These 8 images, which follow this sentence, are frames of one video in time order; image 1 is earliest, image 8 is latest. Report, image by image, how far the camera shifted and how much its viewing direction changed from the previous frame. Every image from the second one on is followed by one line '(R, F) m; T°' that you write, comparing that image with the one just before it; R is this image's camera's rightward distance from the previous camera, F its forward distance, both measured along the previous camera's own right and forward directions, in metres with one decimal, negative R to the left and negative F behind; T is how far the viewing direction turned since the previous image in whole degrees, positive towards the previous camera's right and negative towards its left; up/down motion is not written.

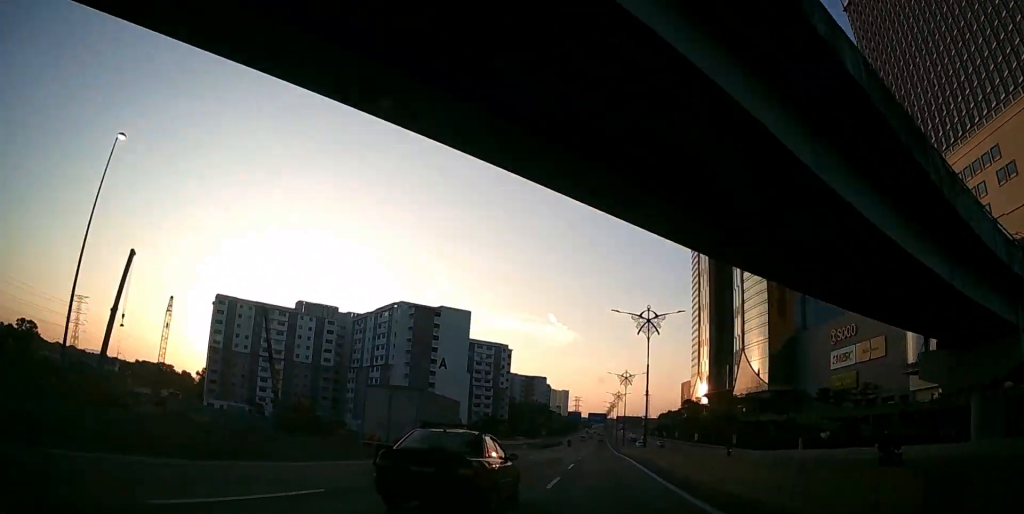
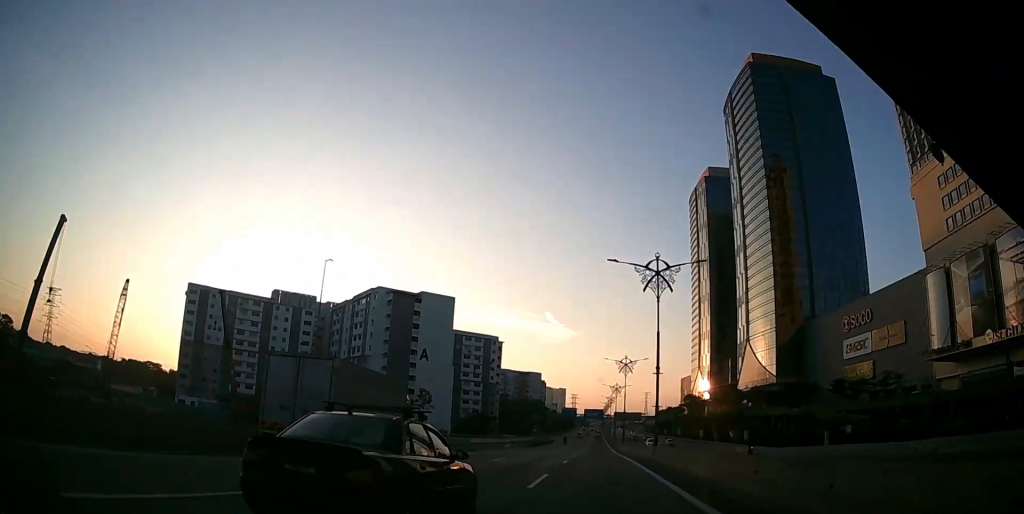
(0.0, +13.1) m; 0°
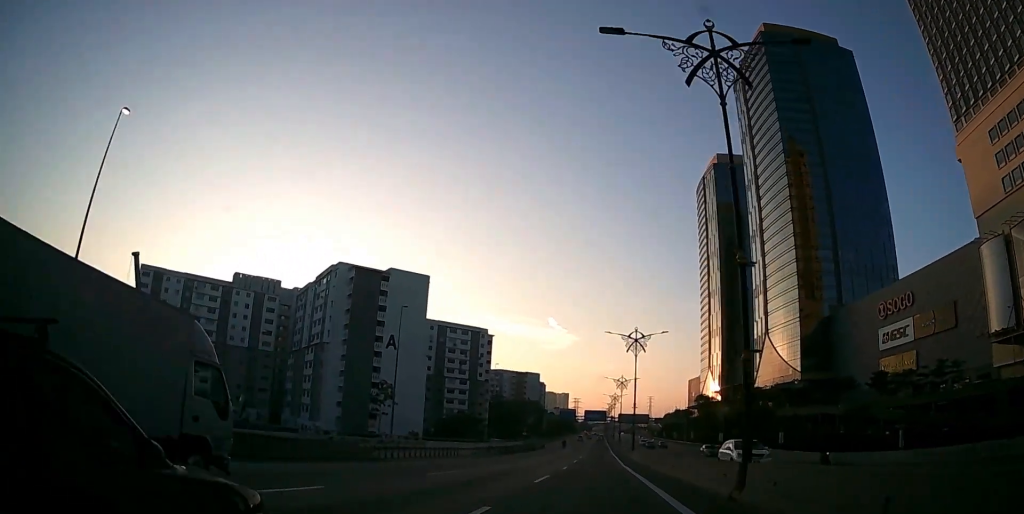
(-0.1, +21.2) m; 0°
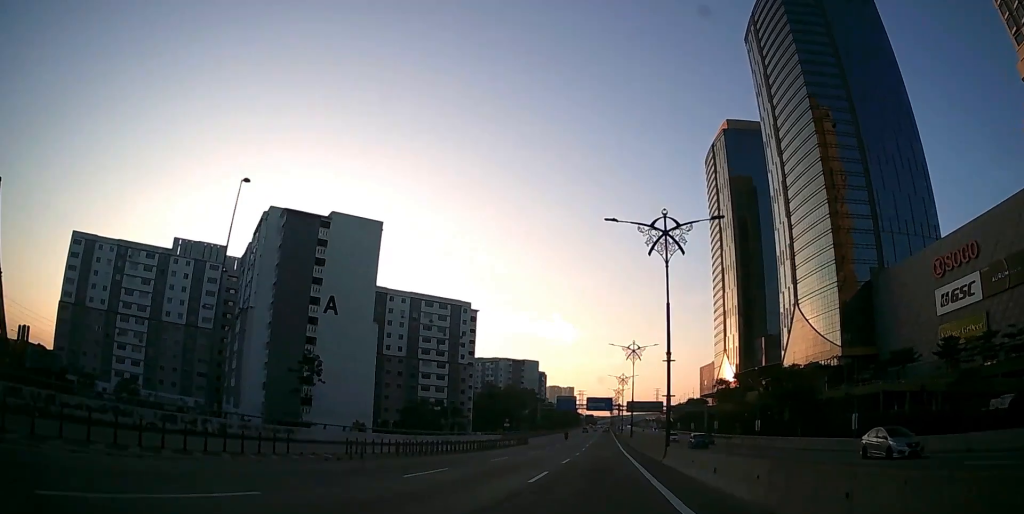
(+0.1, +25.5) m; 0°
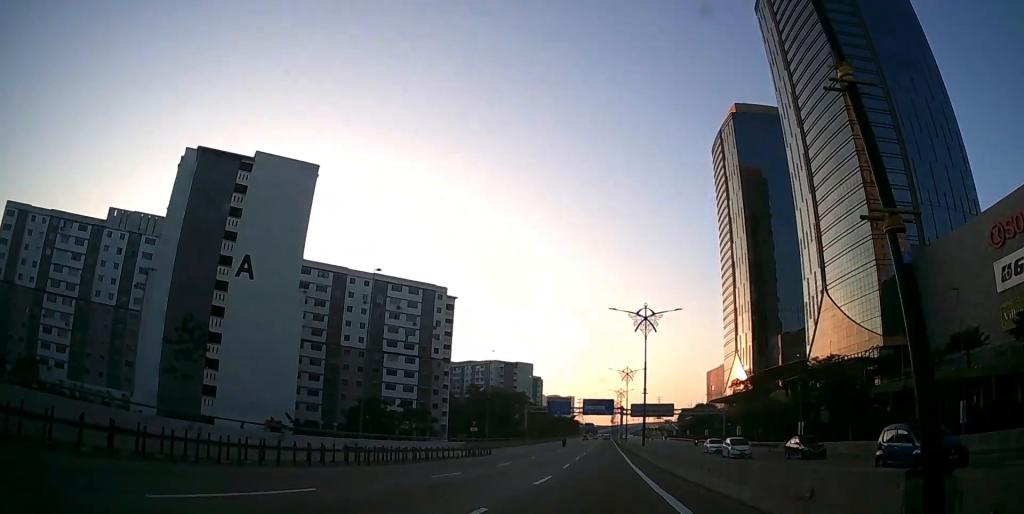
(0.0, +22.7) m; 0°
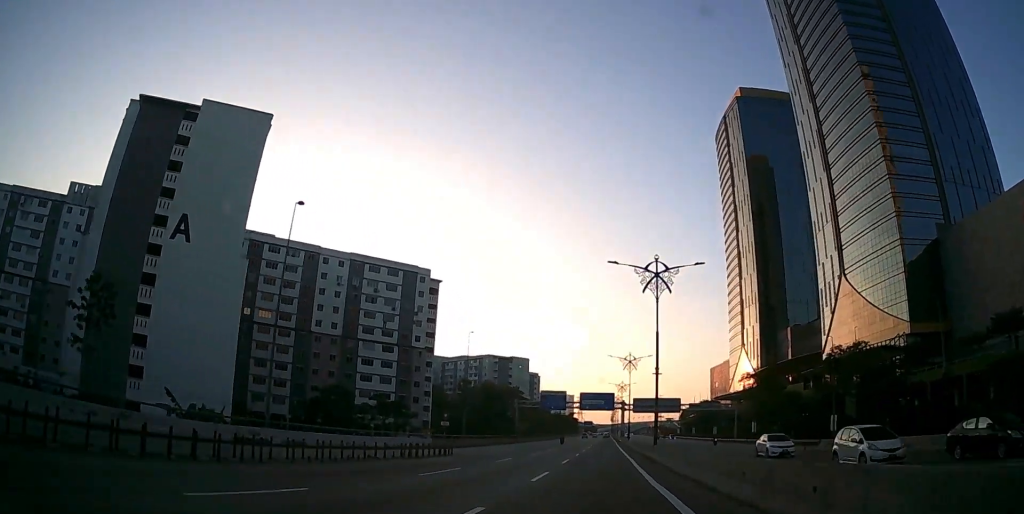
(0.0, +11.9) m; 0°
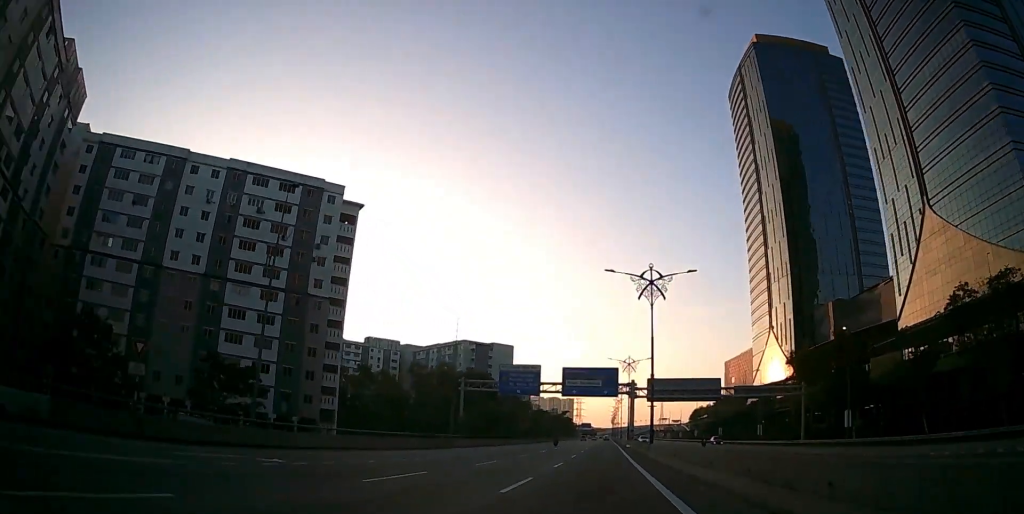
(-0.3, +39.9) m; 0°
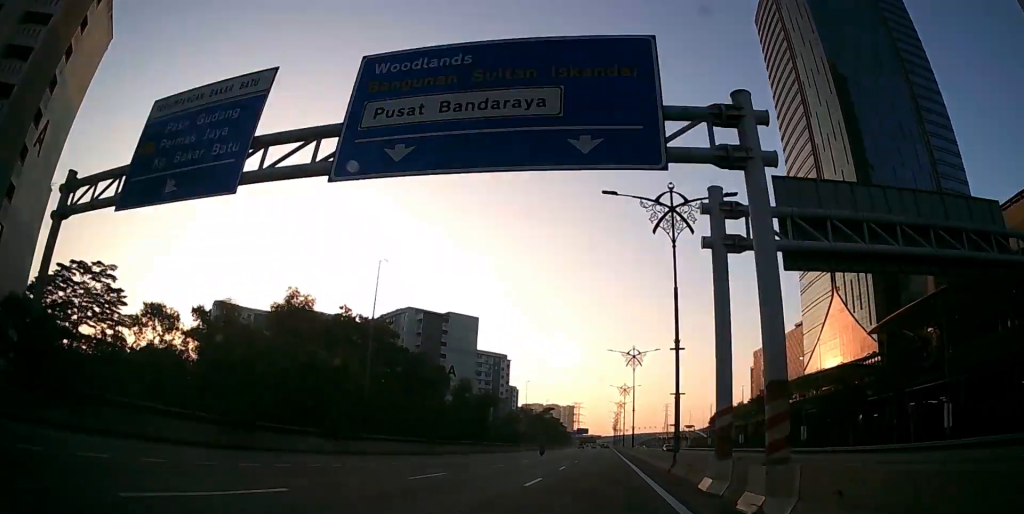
(+0.2, +54.9) m; 0°
